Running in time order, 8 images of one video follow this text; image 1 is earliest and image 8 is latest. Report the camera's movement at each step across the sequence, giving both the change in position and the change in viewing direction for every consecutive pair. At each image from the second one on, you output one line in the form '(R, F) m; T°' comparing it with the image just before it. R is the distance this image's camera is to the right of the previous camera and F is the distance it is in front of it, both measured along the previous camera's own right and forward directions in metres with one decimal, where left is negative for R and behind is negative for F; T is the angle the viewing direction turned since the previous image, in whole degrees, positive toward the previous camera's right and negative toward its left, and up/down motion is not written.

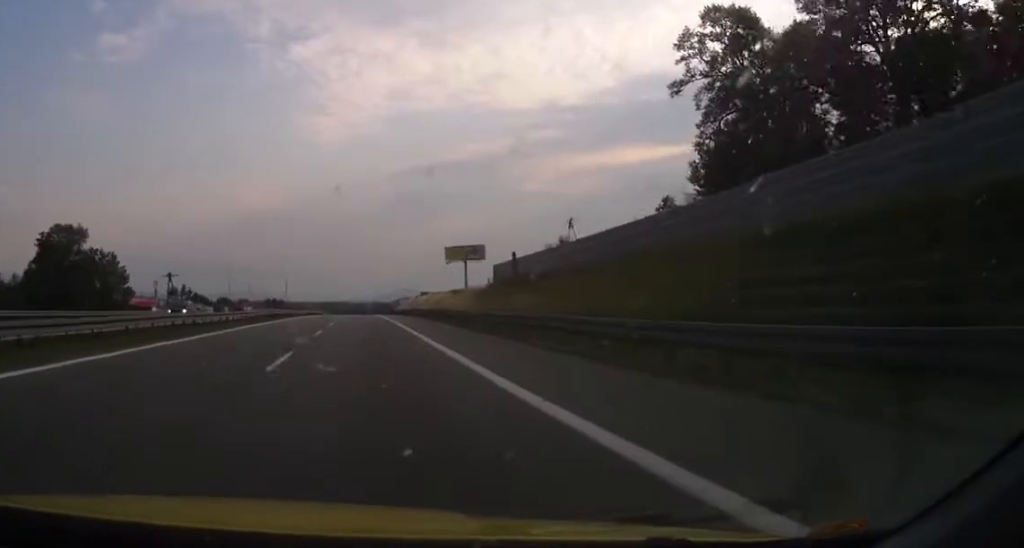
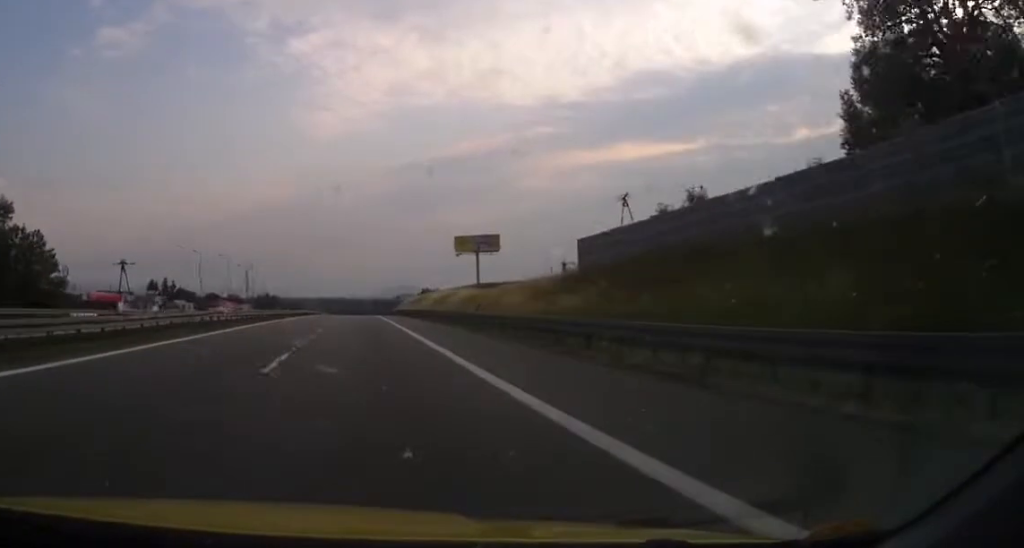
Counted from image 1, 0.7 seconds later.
(0.0, +24.1) m; 0°
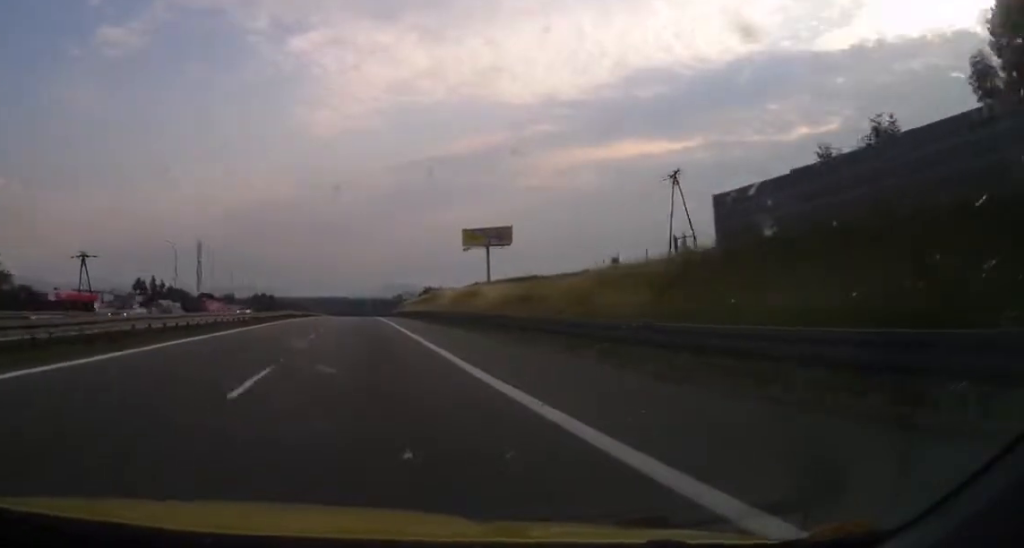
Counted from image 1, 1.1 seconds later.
(0.0, +13.8) m; 0°
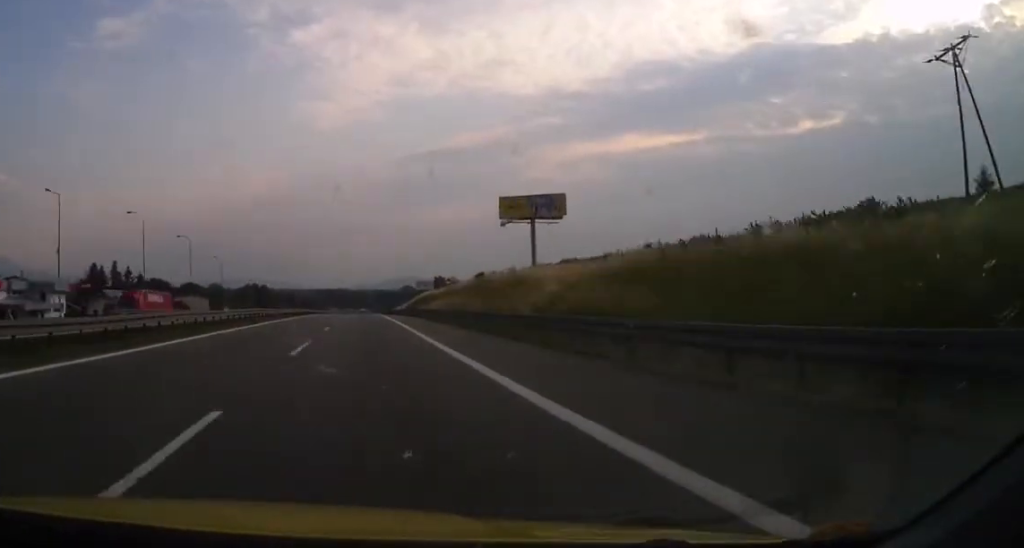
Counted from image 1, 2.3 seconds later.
(-0.2, +38.4) m; -1°
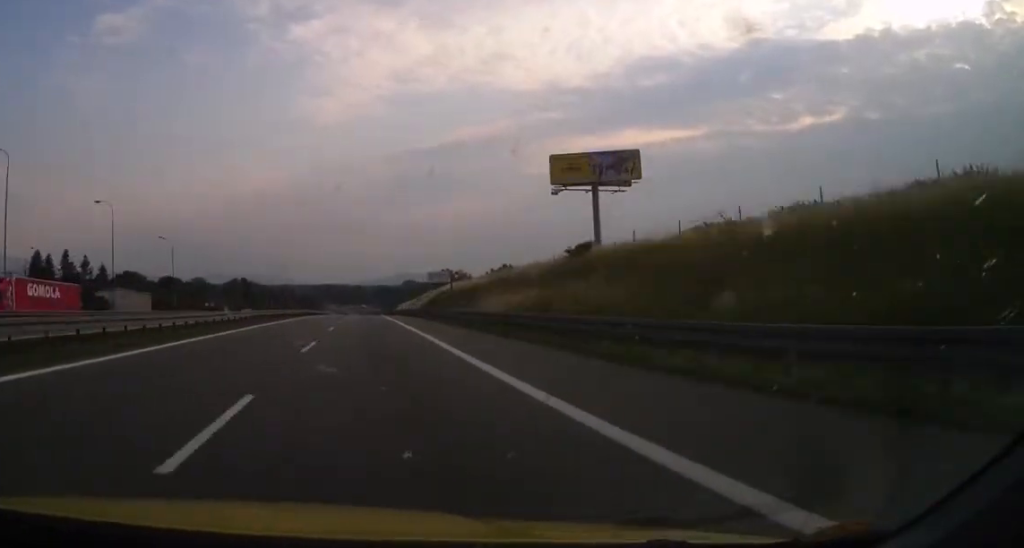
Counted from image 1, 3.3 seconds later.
(-0.3, +33.3) m; +1°
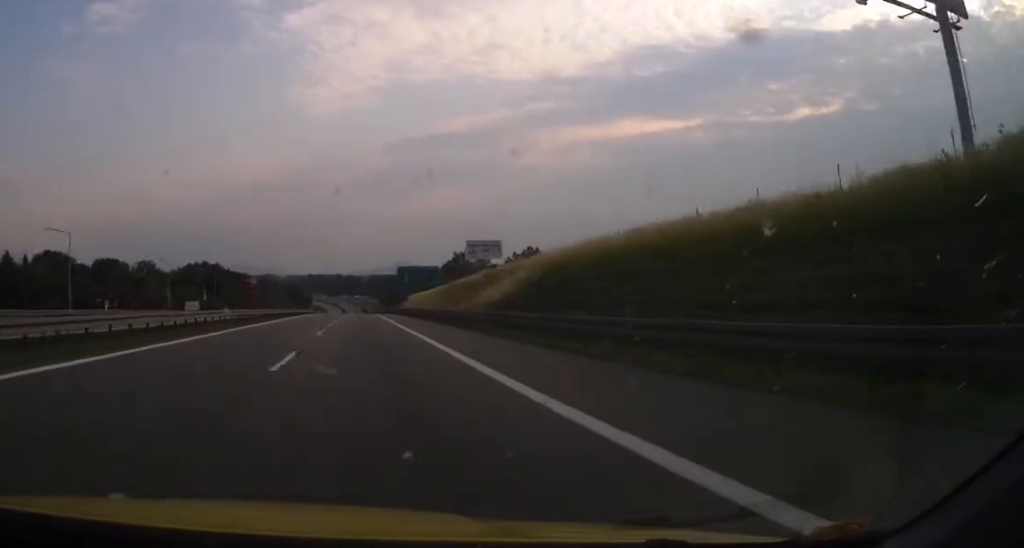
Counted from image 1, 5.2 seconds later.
(+0.8, +66.4) m; 0°
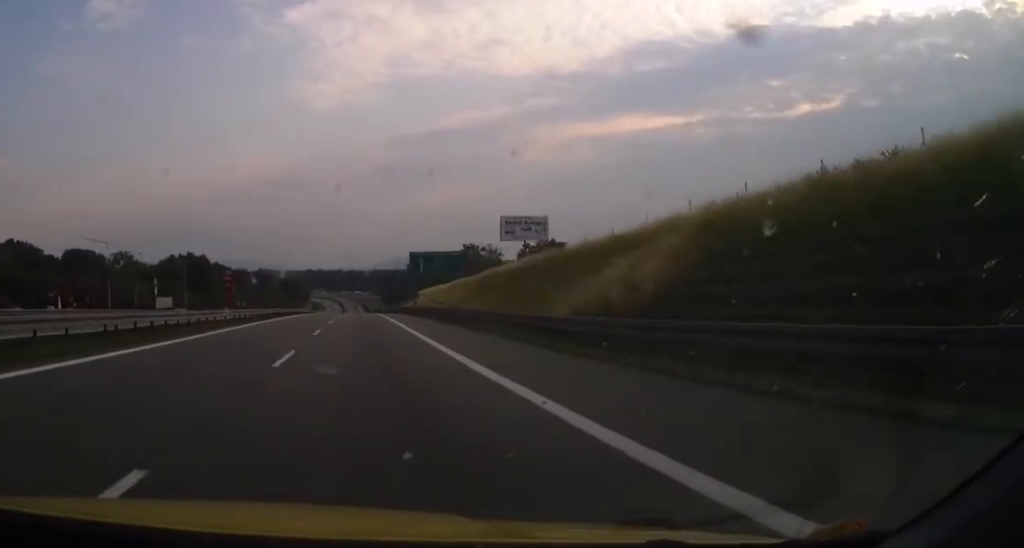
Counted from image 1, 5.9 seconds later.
(0.0, +25.1) m; 0°
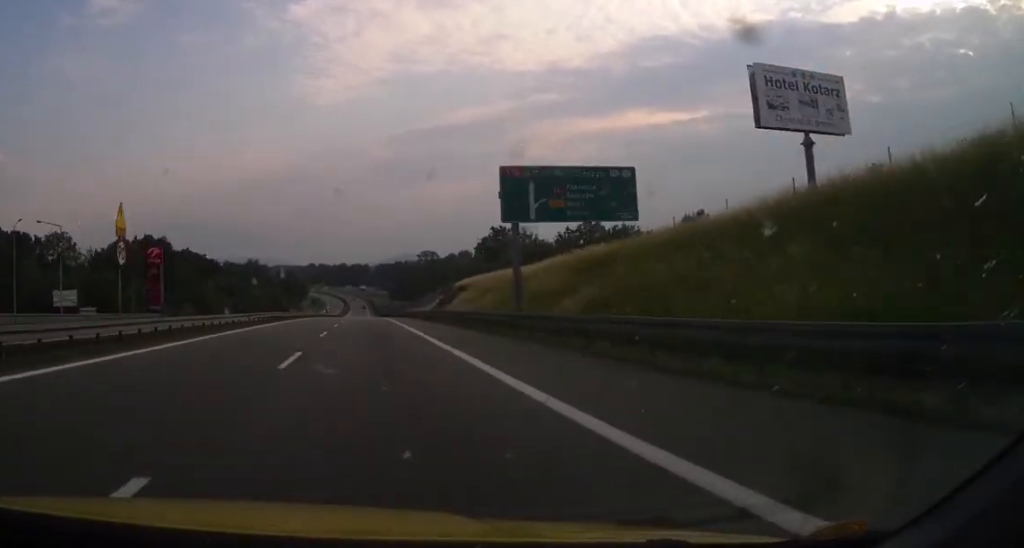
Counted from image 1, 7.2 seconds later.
(+0.2, +46.1) m; +1°
